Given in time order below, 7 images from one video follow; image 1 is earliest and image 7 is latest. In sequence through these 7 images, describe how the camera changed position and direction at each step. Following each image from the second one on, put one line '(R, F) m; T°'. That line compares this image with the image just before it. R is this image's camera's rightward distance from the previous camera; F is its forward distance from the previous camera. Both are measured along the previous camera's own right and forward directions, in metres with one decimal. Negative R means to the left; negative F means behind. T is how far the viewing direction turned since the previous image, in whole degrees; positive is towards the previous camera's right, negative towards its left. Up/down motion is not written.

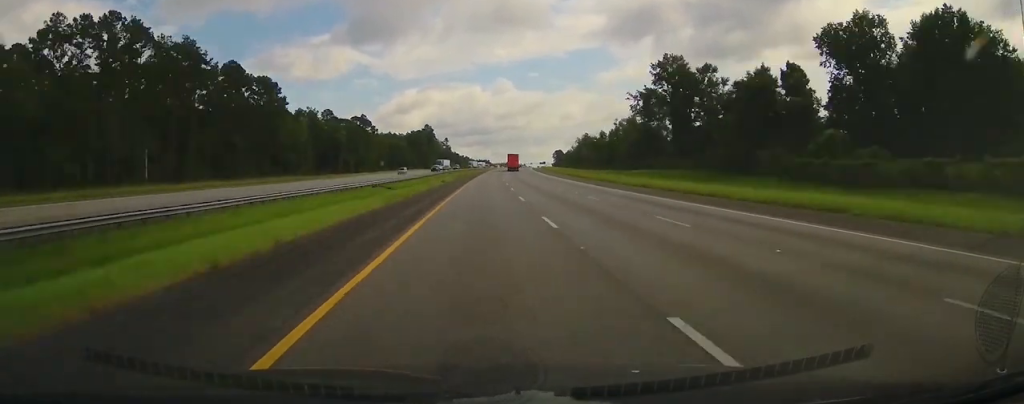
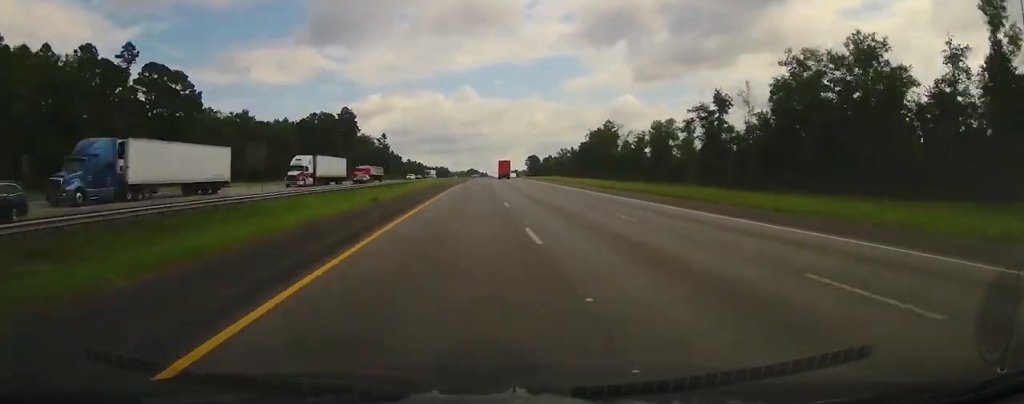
(+2.7, +107.0) m; +2°
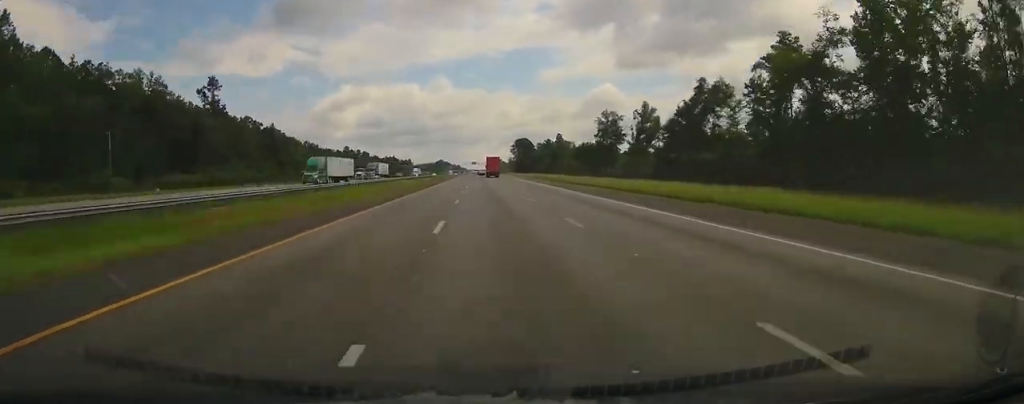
(+1.6, +157.5) m; +1°
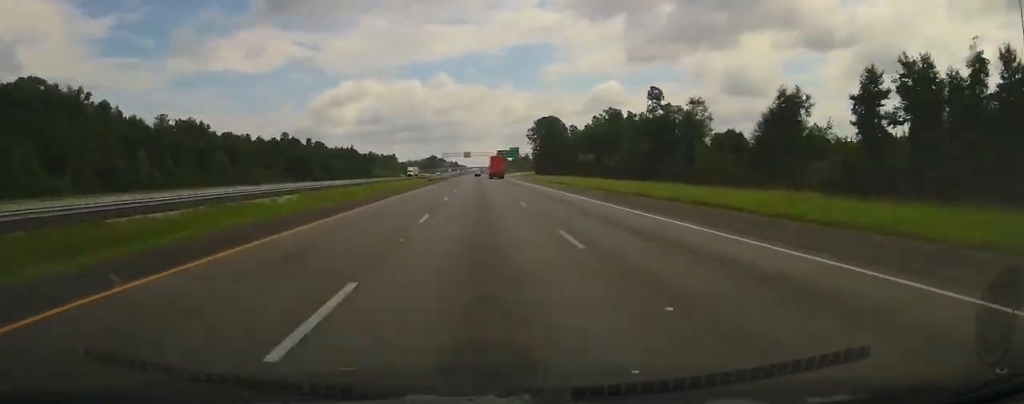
(-0.3, +134.2) m; 0°
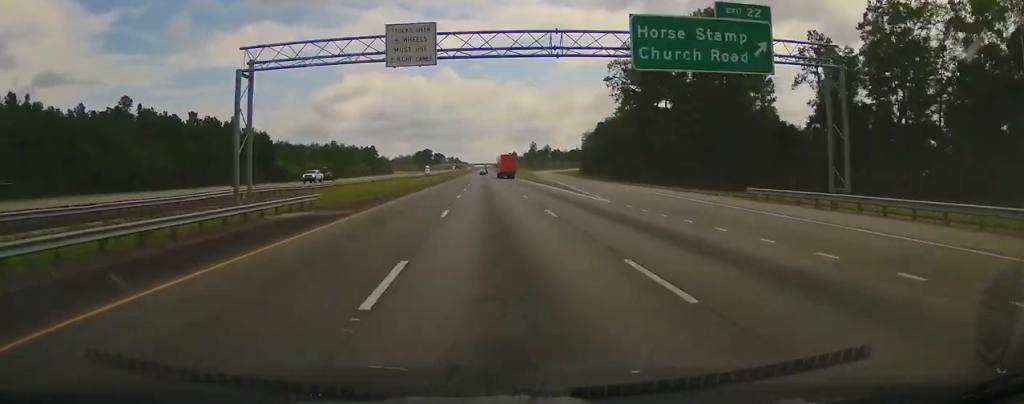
(-0.8, +147.9) m; 0°
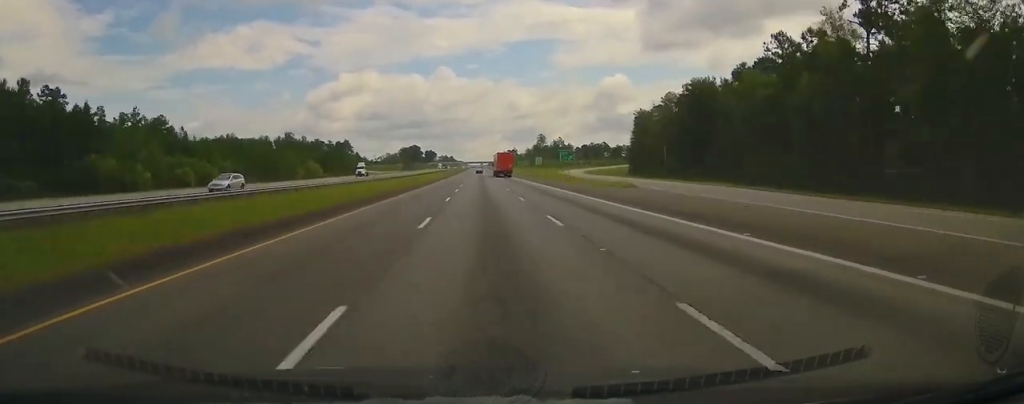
(+0.2, +86.8) m; 0°
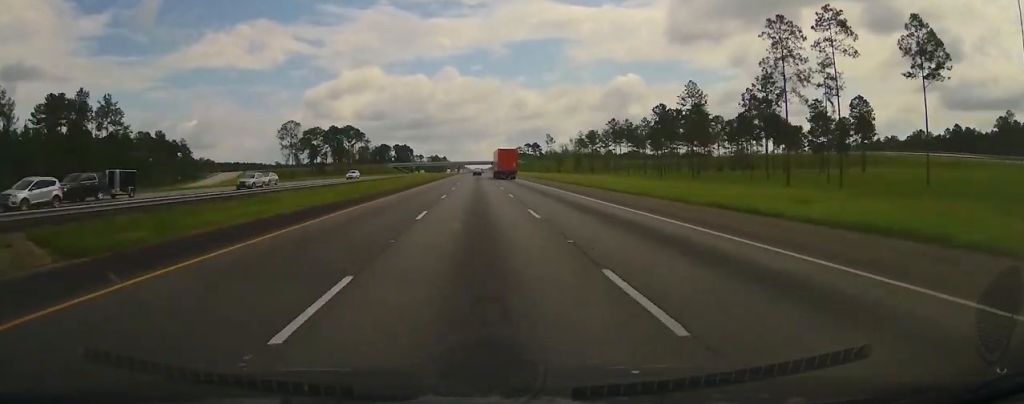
(-0.1, +296.3) m; 0°
